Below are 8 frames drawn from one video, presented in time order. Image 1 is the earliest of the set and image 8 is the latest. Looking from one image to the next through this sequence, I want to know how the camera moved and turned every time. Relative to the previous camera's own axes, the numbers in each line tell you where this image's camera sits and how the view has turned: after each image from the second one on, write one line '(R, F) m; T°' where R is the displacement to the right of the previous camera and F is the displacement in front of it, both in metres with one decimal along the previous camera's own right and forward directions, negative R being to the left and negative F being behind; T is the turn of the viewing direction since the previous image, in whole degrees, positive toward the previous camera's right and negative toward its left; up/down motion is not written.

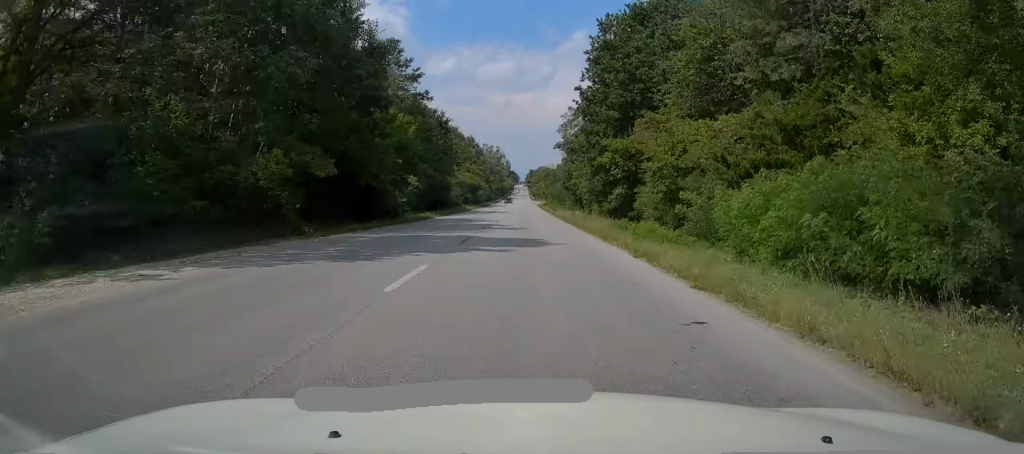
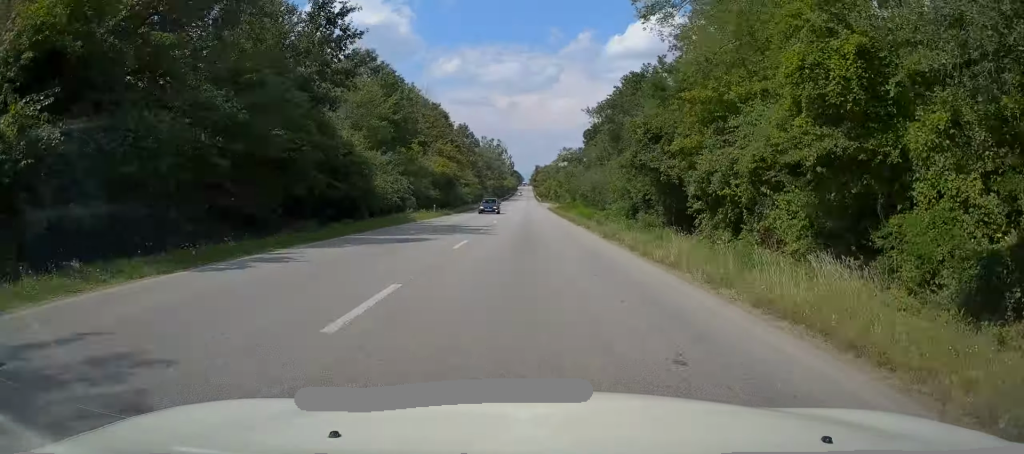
(+0.4, +37.8) m; +1°
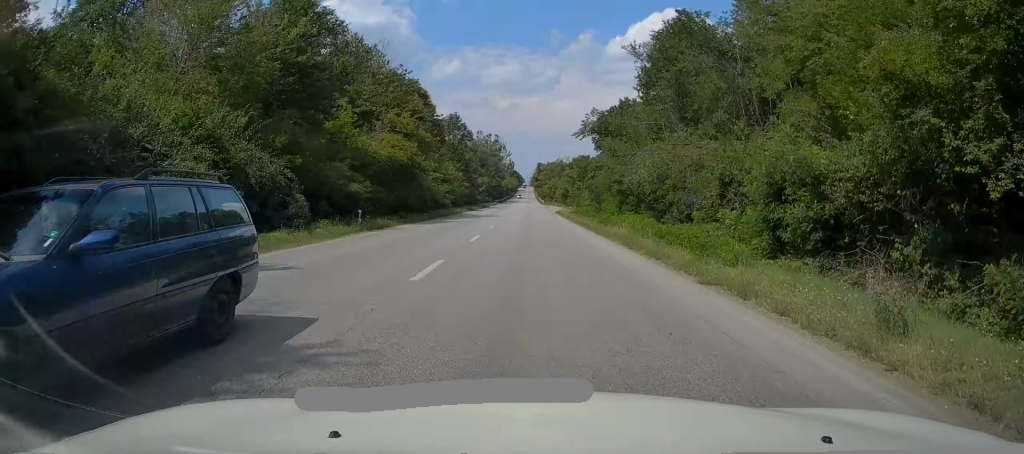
(-0.1, +23.1) m; 0°
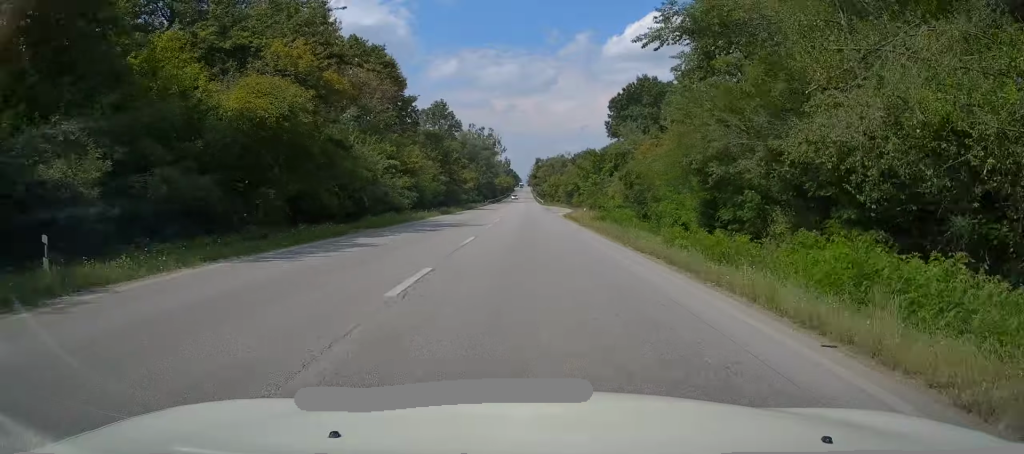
(+0.1, +19.2) m; -1°
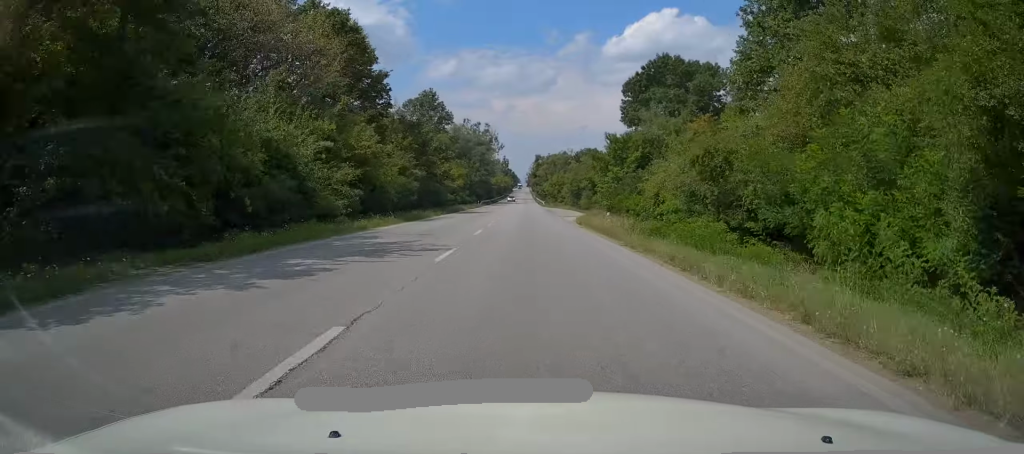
(-0.3, +13.7) m; 0°
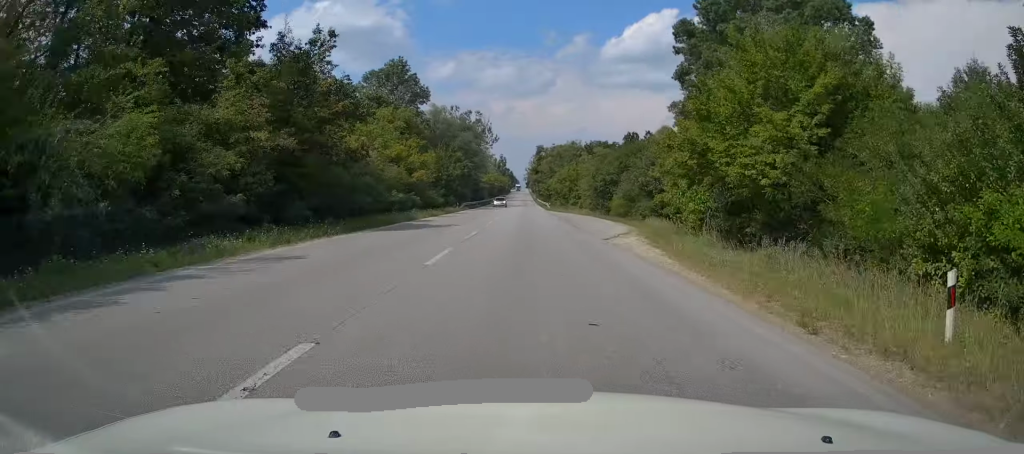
(+0.1, +27.4) m; +1°
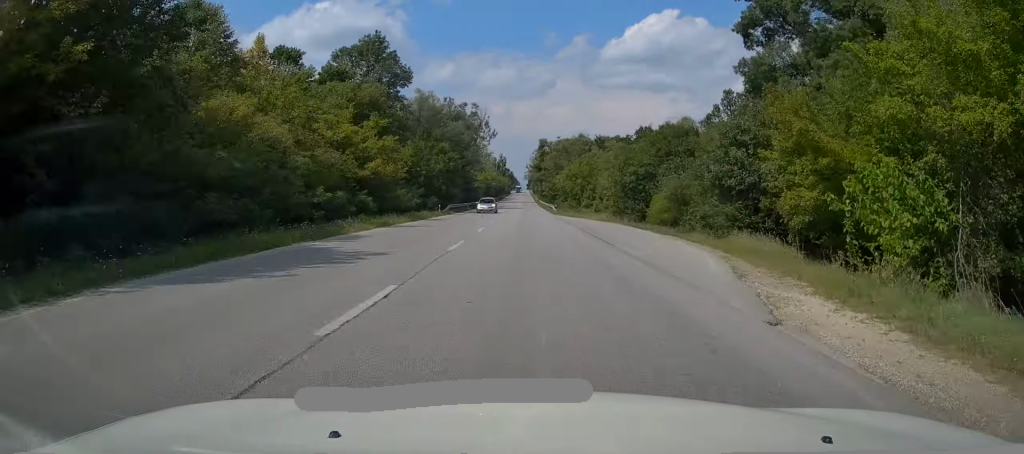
(+0.1, +14.5) m; 0°
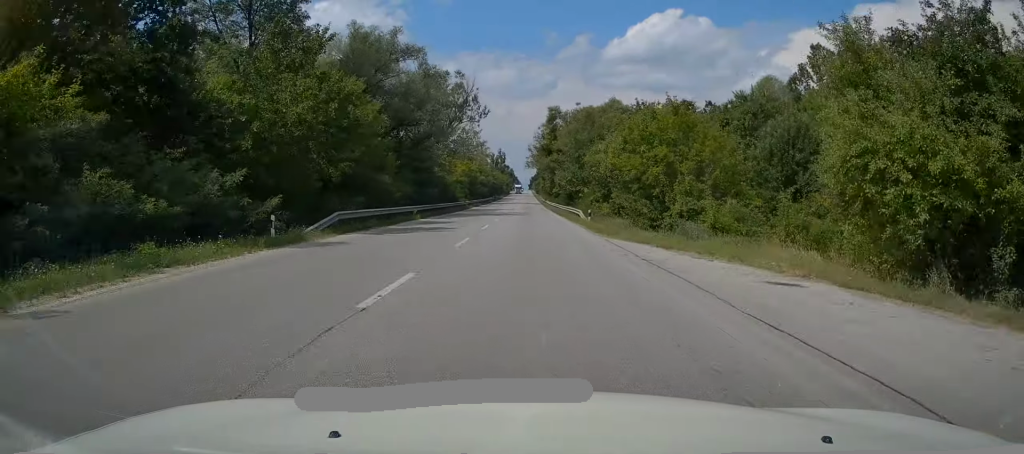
(-0.4, +34.4) m; -2°
